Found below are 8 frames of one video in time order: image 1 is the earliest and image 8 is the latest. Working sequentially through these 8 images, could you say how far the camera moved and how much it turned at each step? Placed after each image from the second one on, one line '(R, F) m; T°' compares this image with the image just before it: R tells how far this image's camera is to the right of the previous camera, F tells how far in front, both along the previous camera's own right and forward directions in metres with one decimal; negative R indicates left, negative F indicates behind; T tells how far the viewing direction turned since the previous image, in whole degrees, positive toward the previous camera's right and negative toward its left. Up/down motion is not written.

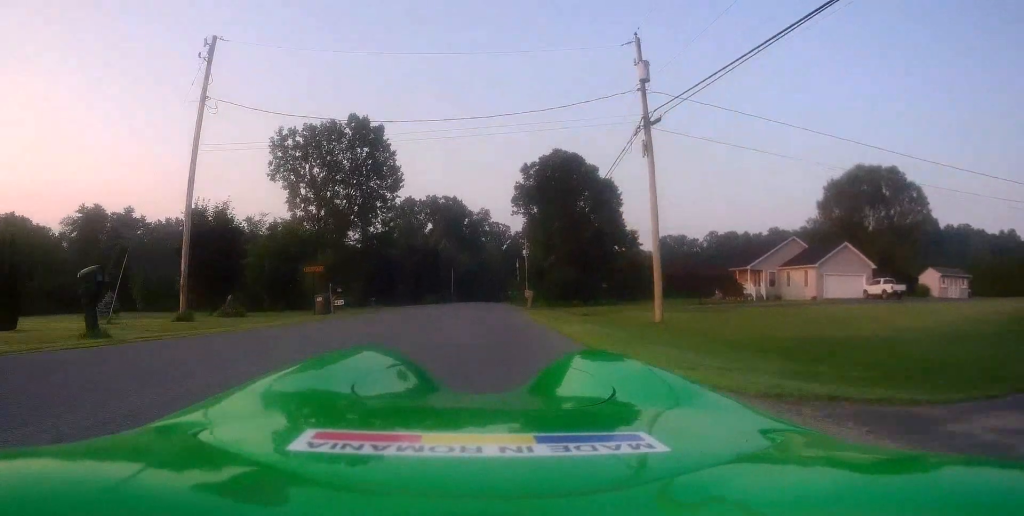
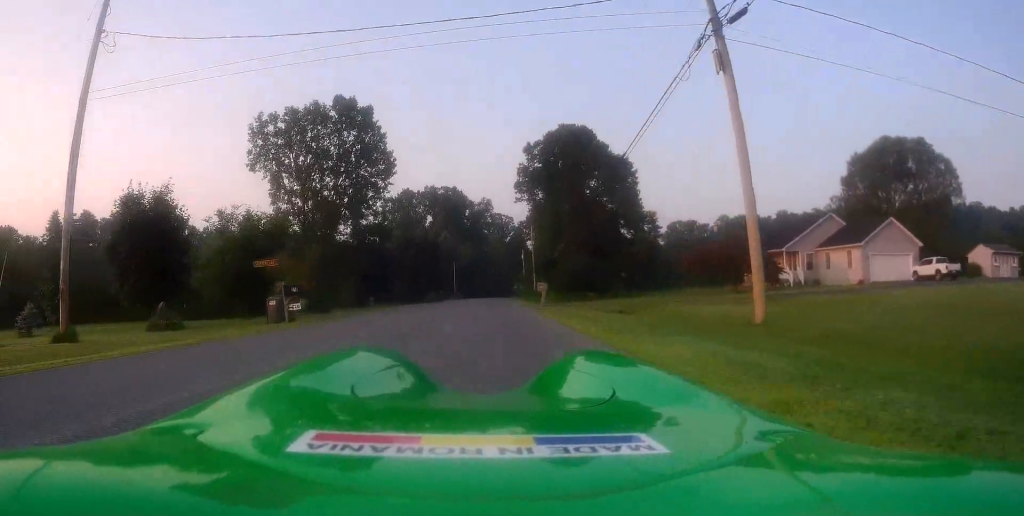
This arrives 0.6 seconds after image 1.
(+0.1, +7.0) m; -2°
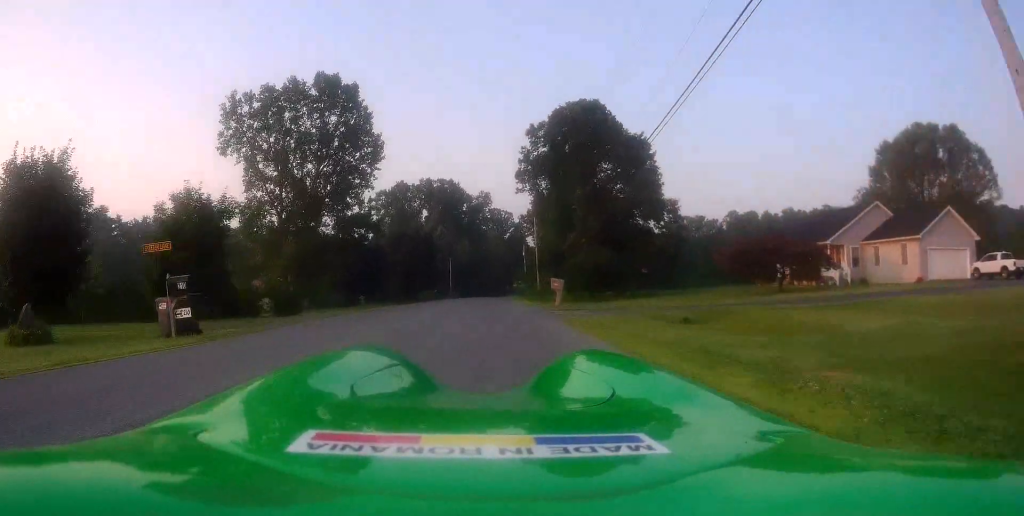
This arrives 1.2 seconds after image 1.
(-0.2, +7.5) m; -1°
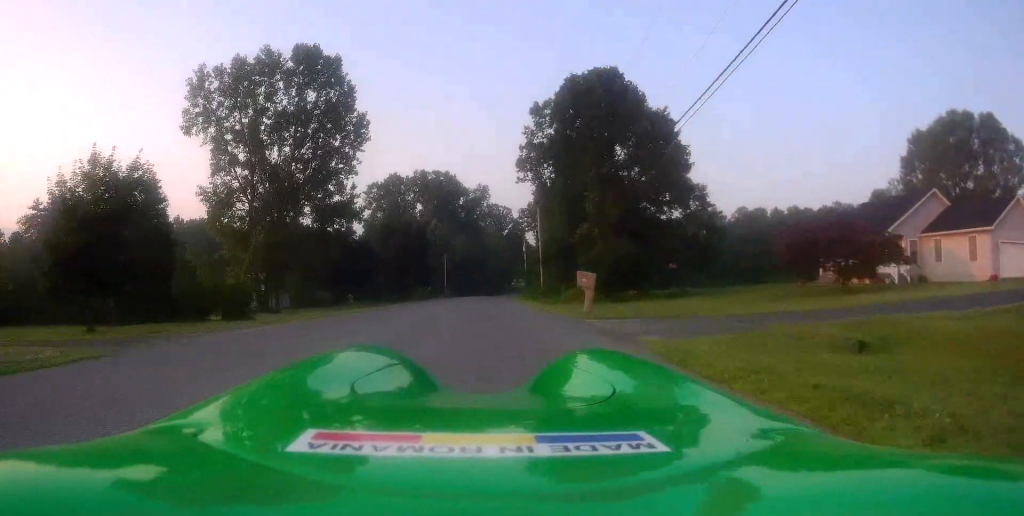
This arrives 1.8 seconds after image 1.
(-0.6, +7.4) m; +1°
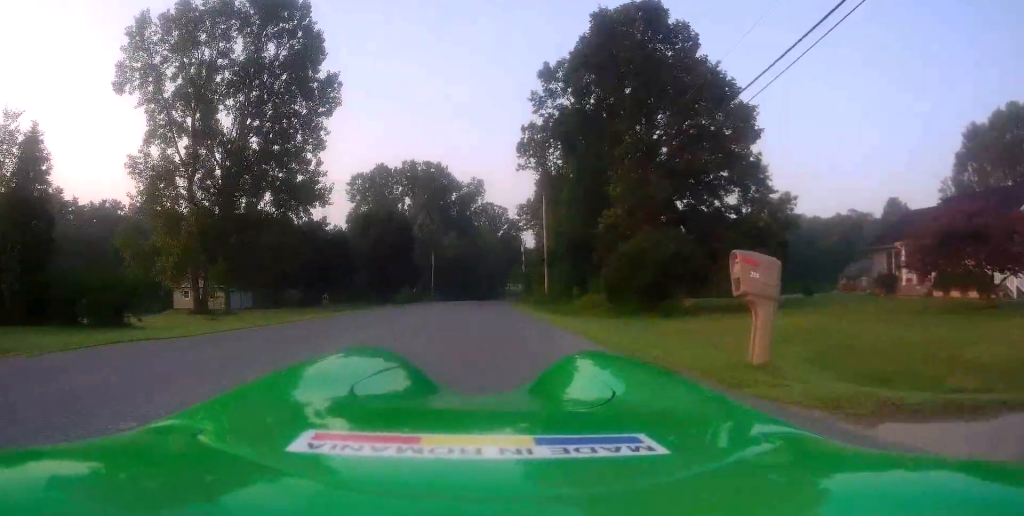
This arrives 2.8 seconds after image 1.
(+1.1, +11.5) m; +2°
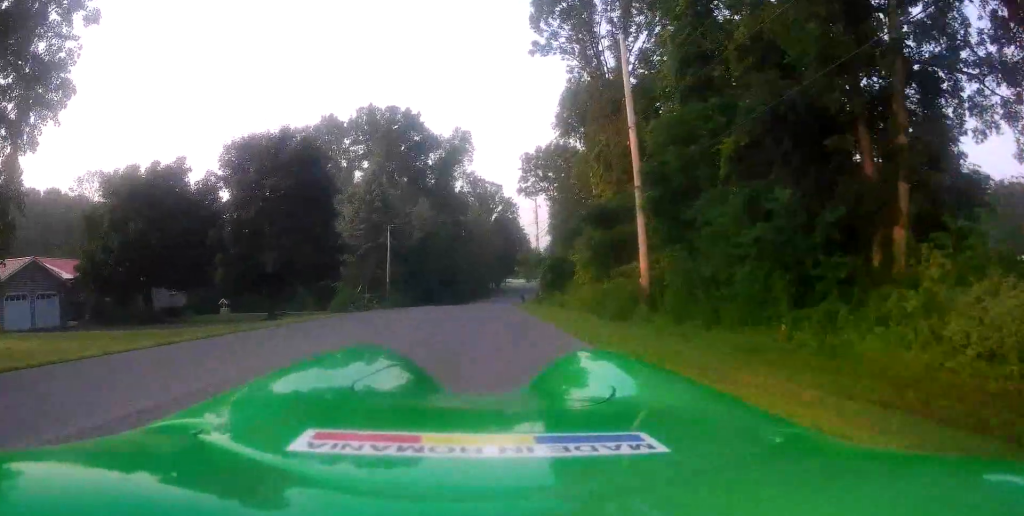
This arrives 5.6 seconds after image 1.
(+0.1, +33.7) m; +1°
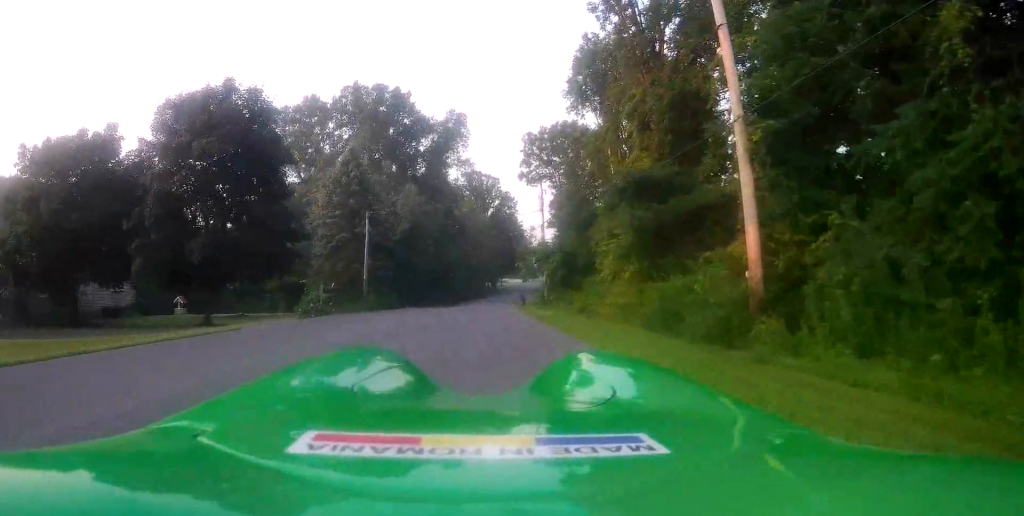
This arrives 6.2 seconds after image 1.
(-0.1, +8.1) m; 0°
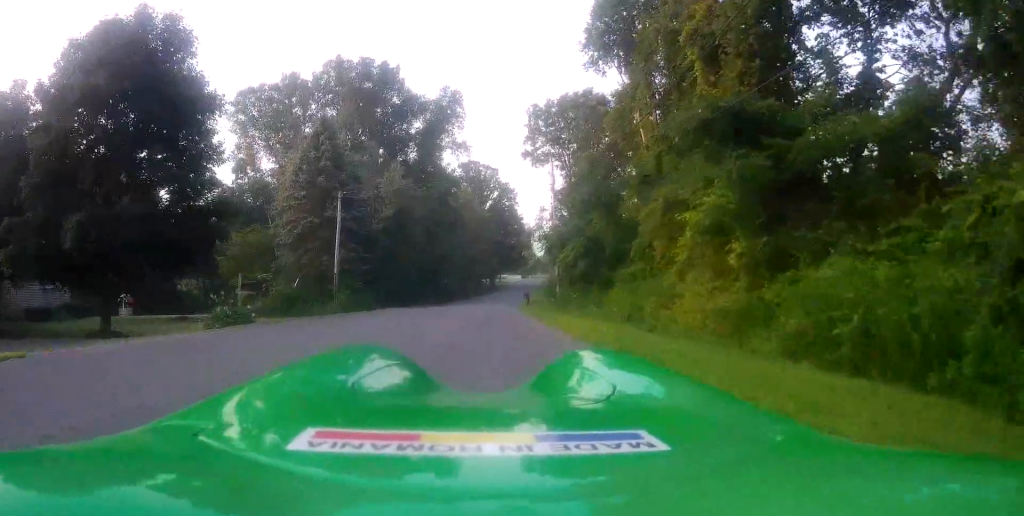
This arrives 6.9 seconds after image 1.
(0.0, +8.2) m; 0°
